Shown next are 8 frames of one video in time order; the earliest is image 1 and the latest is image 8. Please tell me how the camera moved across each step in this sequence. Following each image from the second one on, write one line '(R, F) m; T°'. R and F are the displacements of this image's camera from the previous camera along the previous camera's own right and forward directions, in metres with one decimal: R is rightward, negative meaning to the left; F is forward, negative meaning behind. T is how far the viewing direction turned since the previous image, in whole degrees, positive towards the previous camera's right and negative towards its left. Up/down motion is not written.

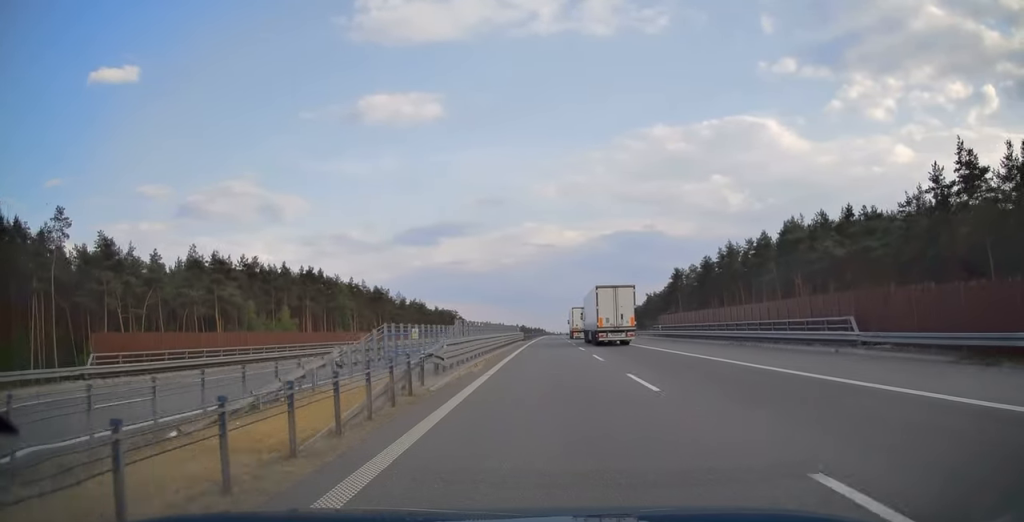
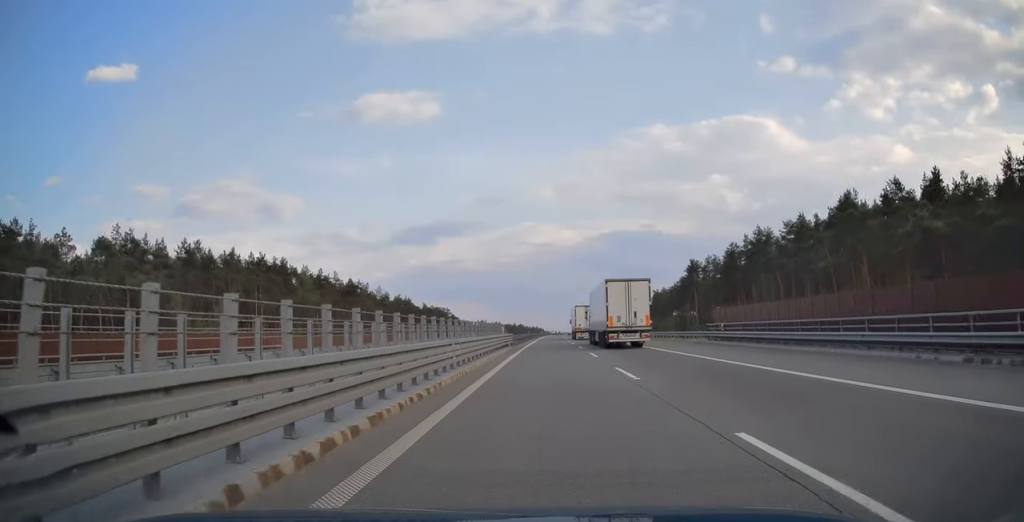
(0.0, +21.3) m; 0°
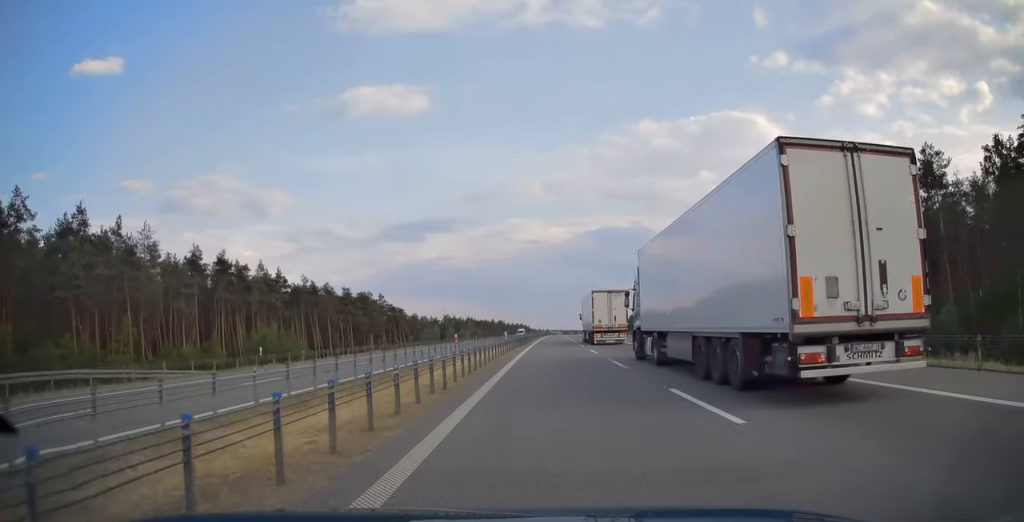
(+0.7, +102.8) m; +1°
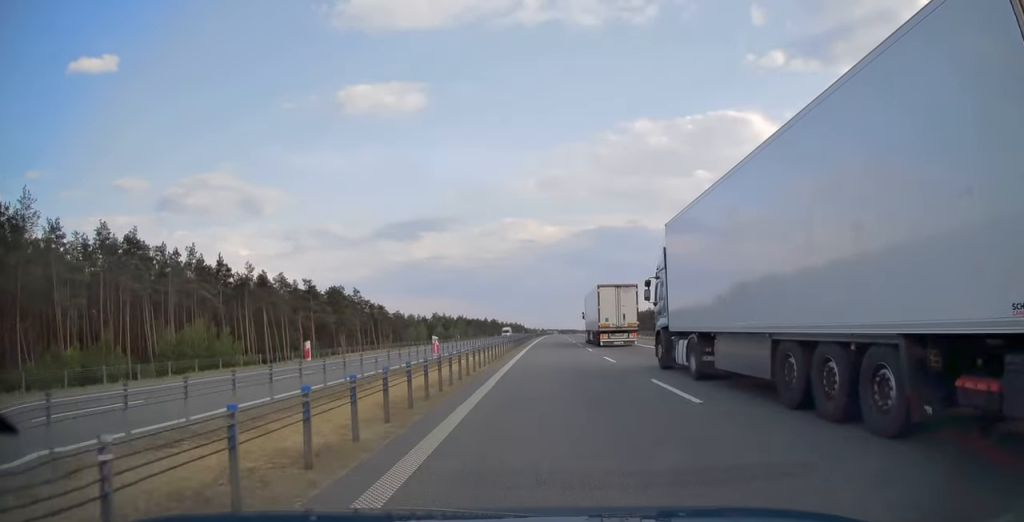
(+0.1, +21.8) m; 0°
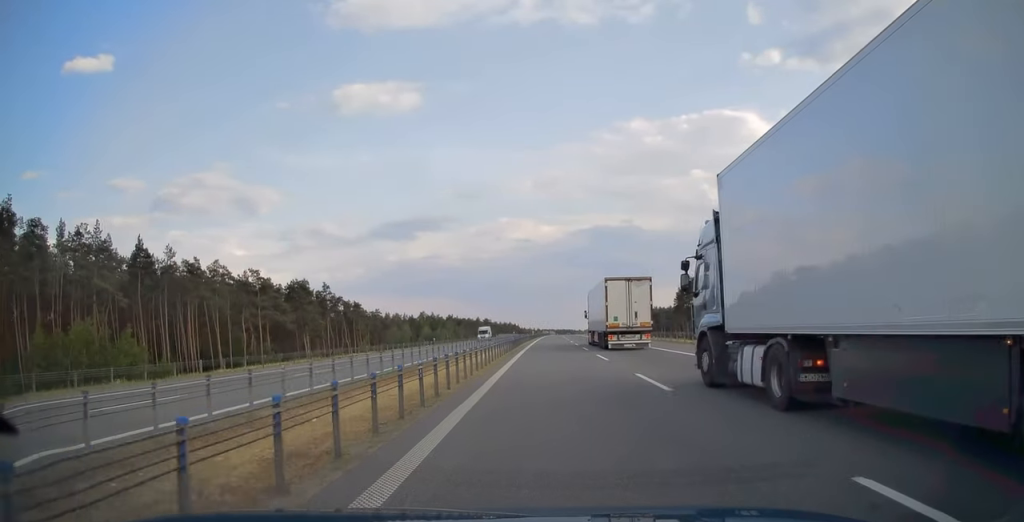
(+0.1, +21.9) m; 0°
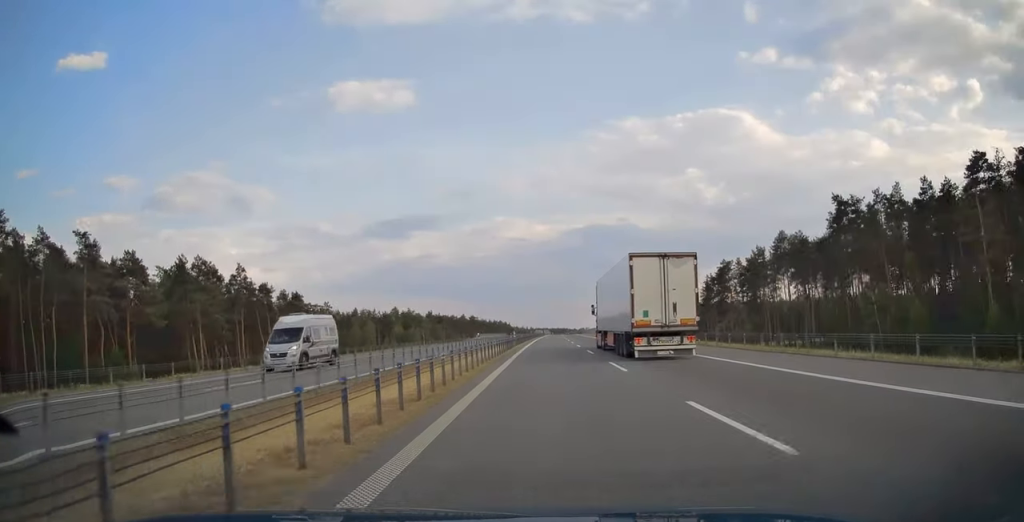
(+0.1, +42.7) m; +1°
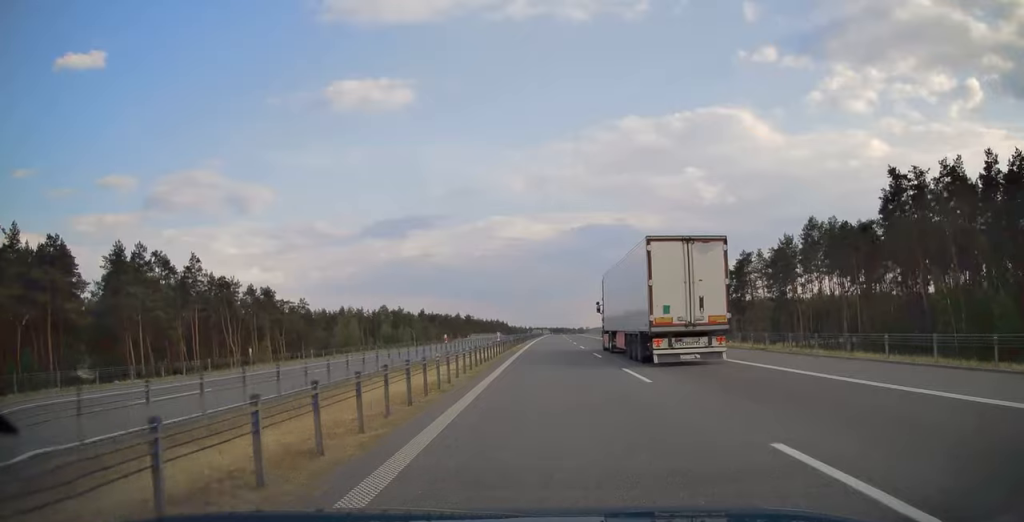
(+0.1, +15.8) m; 0°
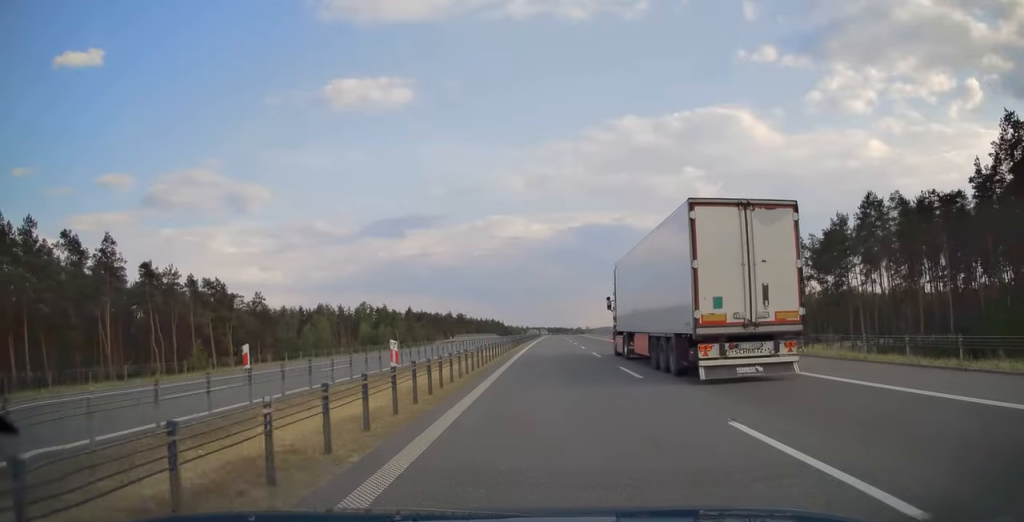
(+0.1, +22.4) m; 0°
